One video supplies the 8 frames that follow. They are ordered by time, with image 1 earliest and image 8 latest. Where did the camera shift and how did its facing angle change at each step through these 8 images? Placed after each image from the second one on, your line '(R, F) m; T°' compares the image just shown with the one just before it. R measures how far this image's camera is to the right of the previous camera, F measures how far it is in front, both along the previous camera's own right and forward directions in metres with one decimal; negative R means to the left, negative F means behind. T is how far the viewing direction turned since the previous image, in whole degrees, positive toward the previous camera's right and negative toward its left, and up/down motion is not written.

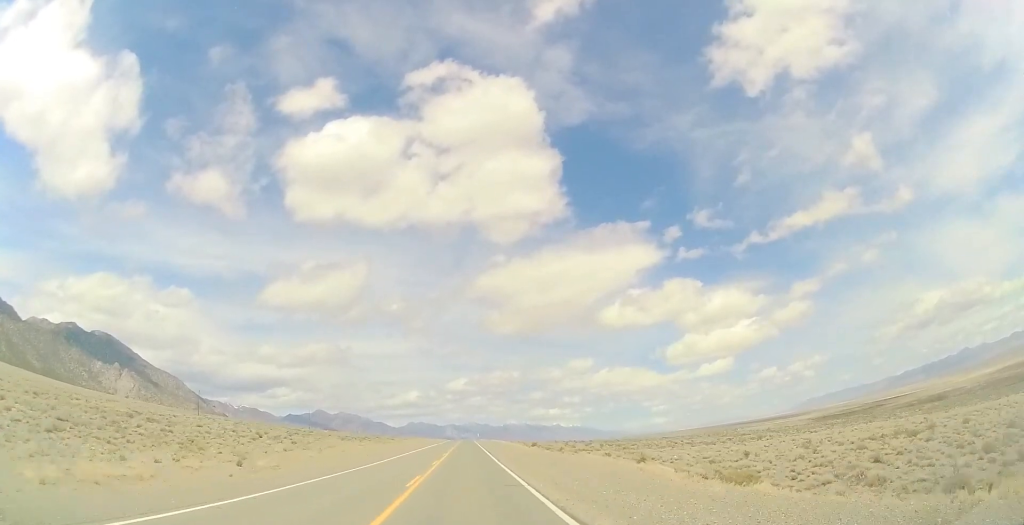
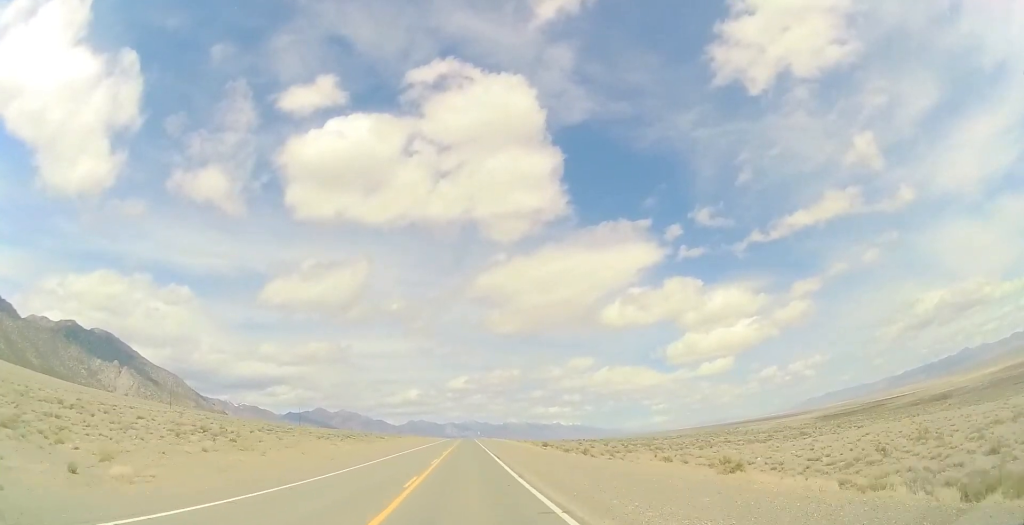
(+0.1, +12.9) m; 0°
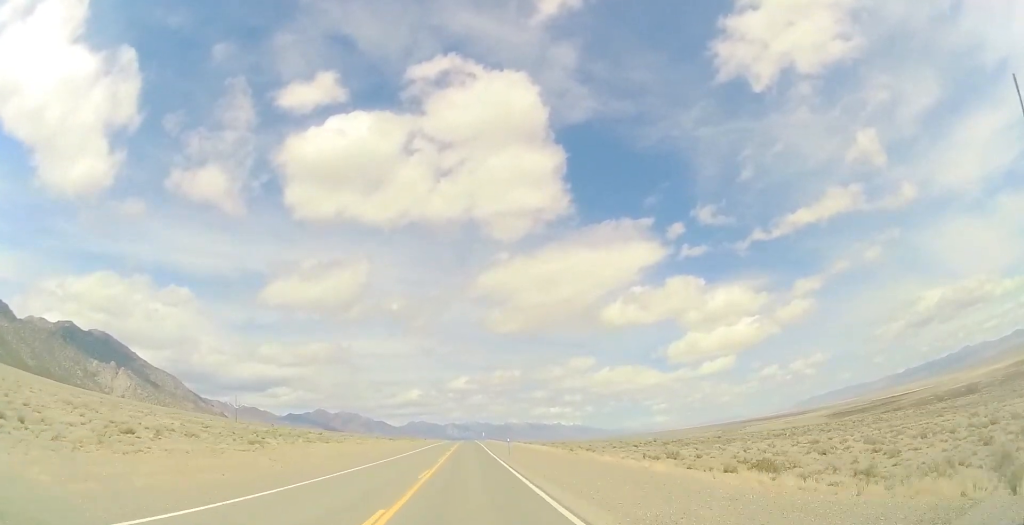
(-0.1, +56.9) m; +1°
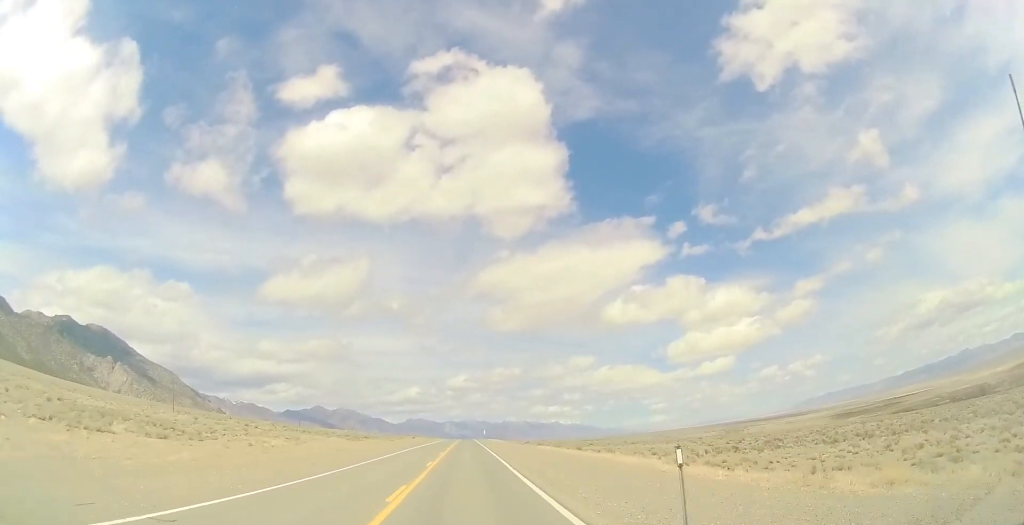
(+0.1, +32.2) m; +1°
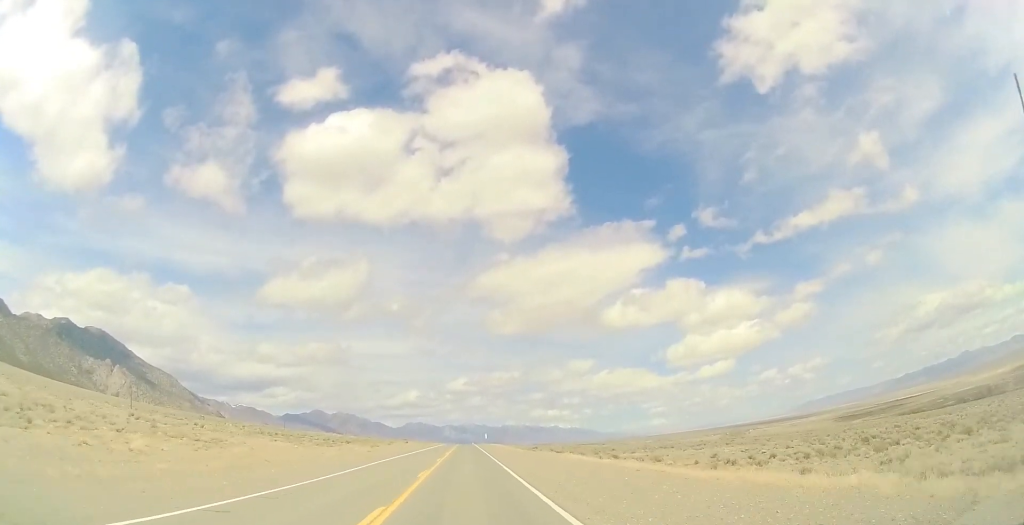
(0.0, +16.1) m; 0°
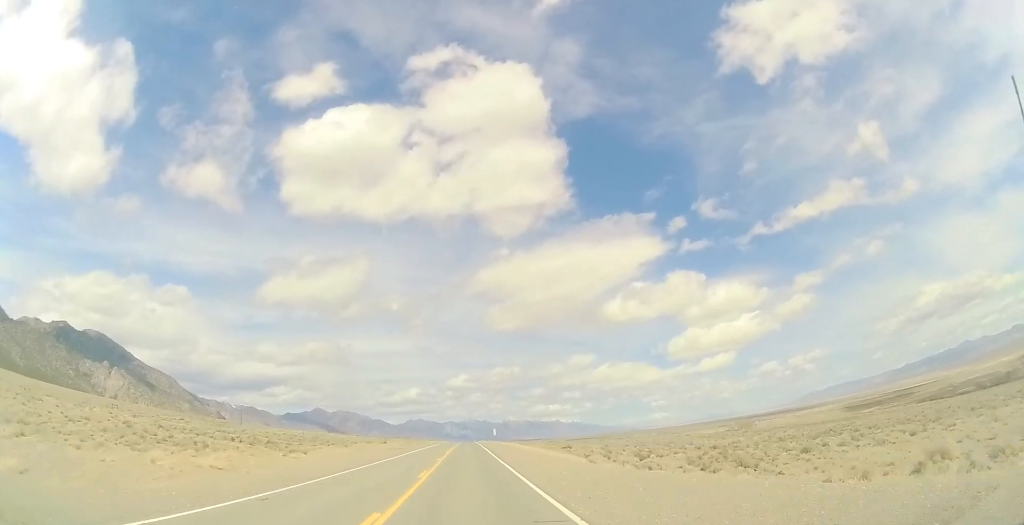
(-0.1, +37.6) m; -1°
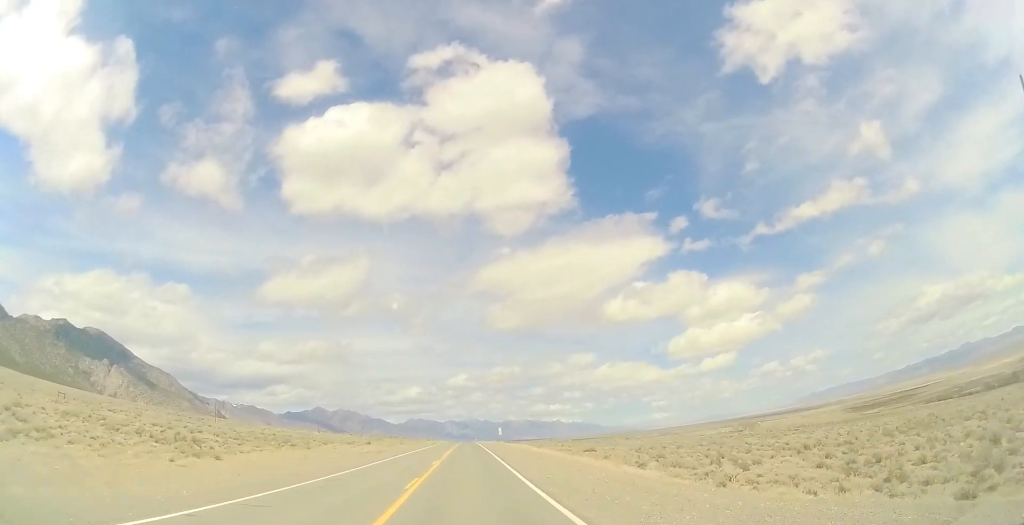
(-0.3, +16.1) m; 0°
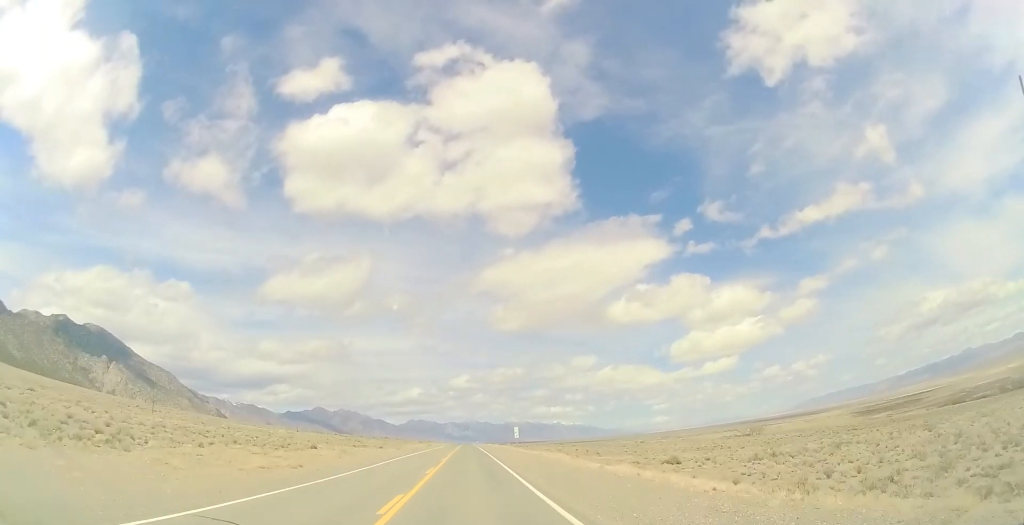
(+0.2, +29.0) m; 0°
